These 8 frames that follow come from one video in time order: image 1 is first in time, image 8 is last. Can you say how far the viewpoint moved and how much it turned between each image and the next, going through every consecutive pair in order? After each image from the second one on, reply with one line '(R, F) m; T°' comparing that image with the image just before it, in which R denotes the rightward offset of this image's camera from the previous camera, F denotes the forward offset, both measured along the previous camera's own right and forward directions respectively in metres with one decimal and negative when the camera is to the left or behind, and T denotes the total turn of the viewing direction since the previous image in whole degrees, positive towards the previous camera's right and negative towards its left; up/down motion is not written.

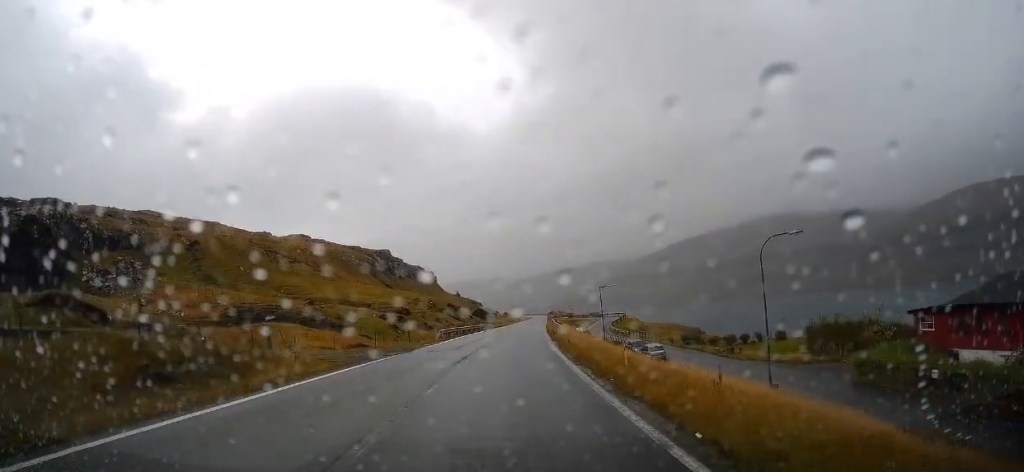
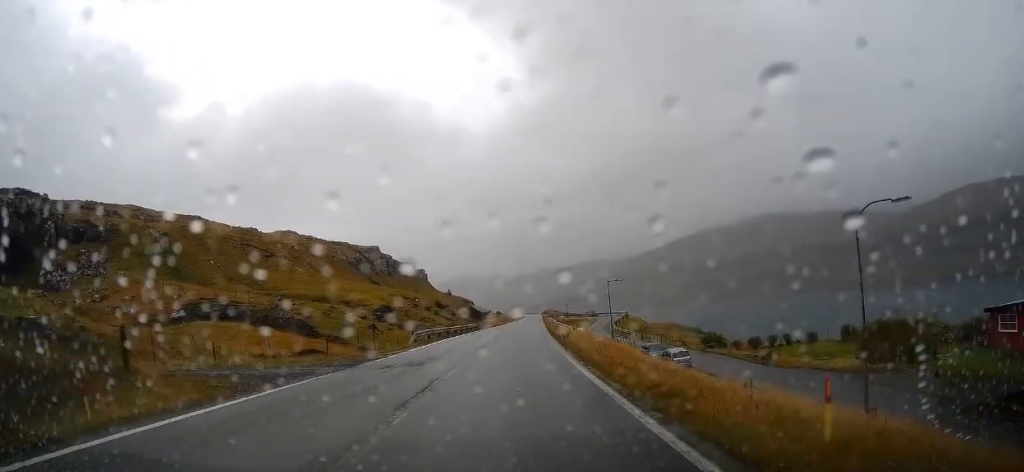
(0.0, +9.1) m; +1°
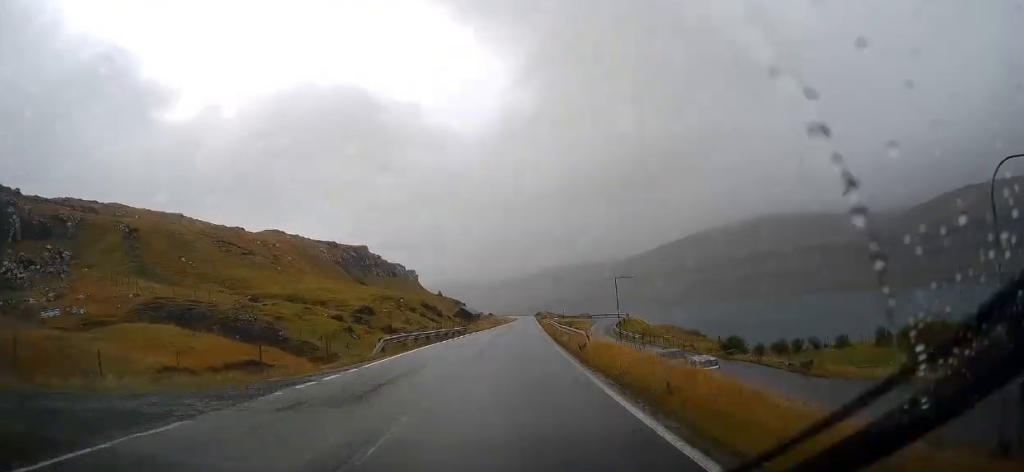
(0.0, +7.5) m; +1°
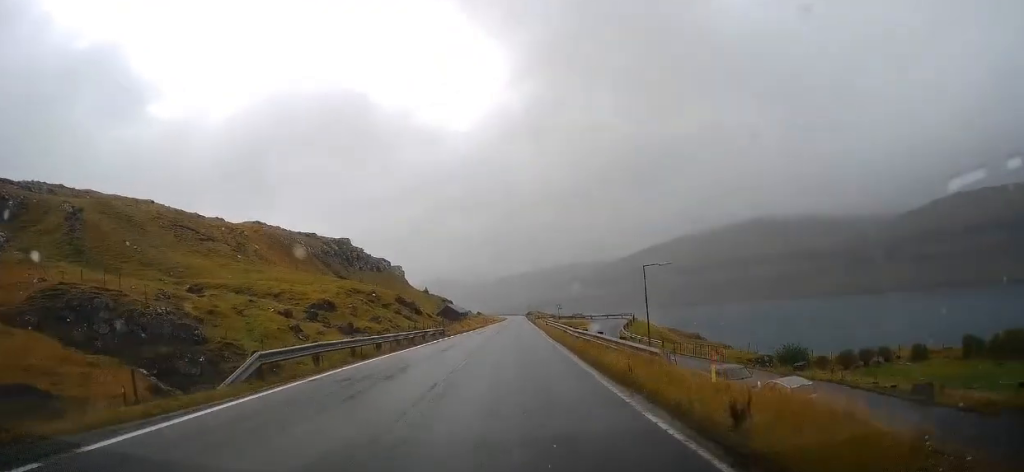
(+0.2, +13.2) m; +1°
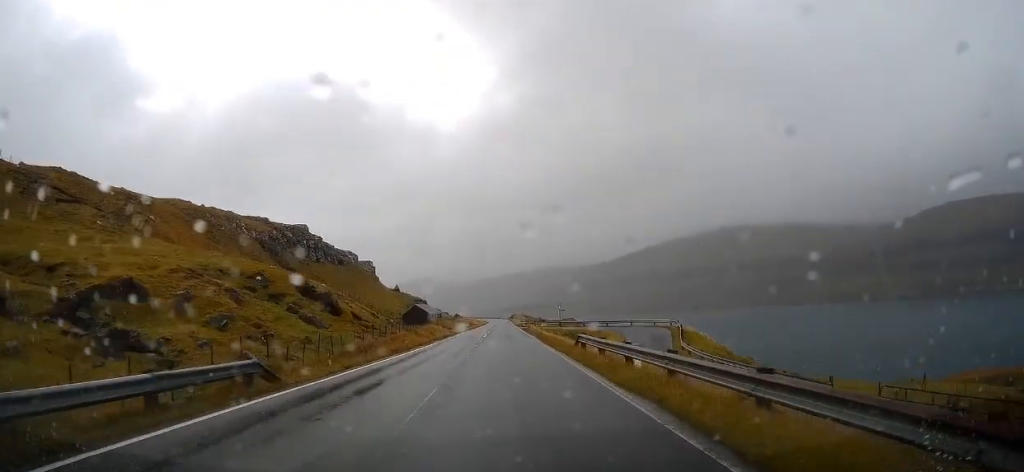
(+0.3, +33.1) m; +3°
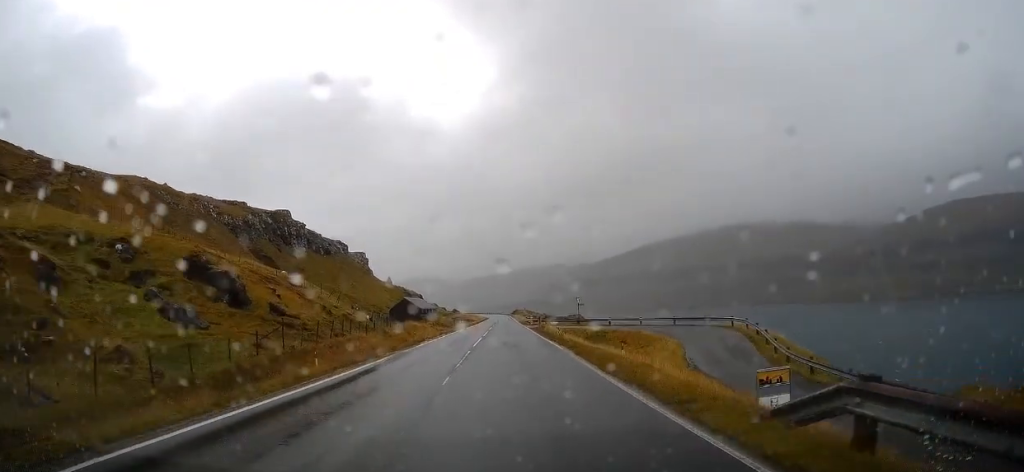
(+0.4, +18.4) m; +2°
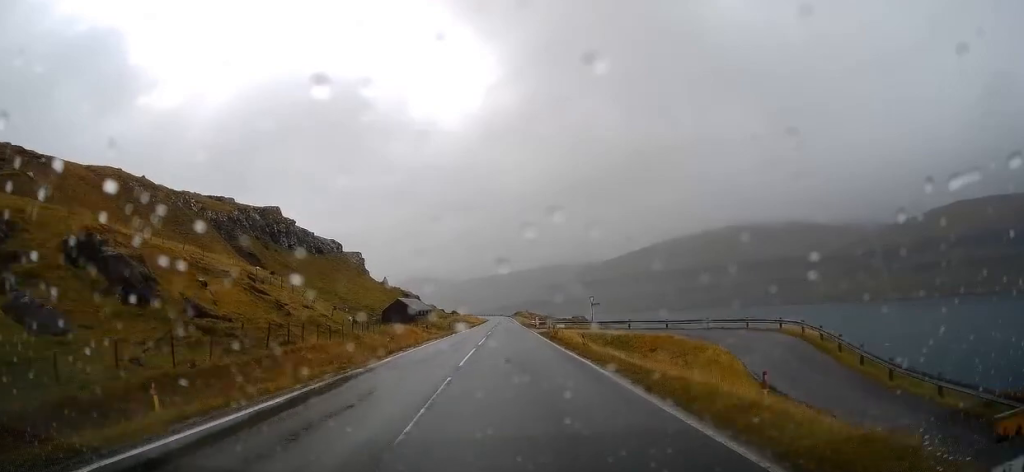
(0.0, +9.1) m; -1°
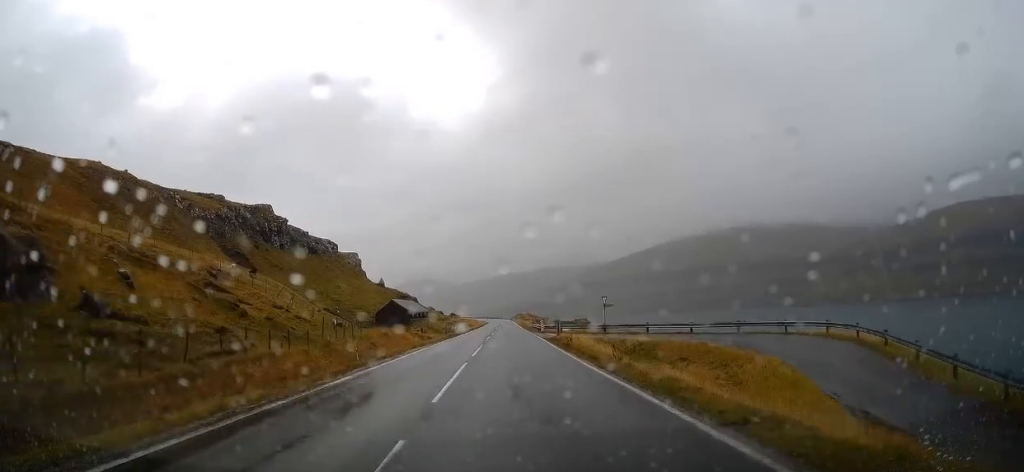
(0.0, +6.5) m; 0°
